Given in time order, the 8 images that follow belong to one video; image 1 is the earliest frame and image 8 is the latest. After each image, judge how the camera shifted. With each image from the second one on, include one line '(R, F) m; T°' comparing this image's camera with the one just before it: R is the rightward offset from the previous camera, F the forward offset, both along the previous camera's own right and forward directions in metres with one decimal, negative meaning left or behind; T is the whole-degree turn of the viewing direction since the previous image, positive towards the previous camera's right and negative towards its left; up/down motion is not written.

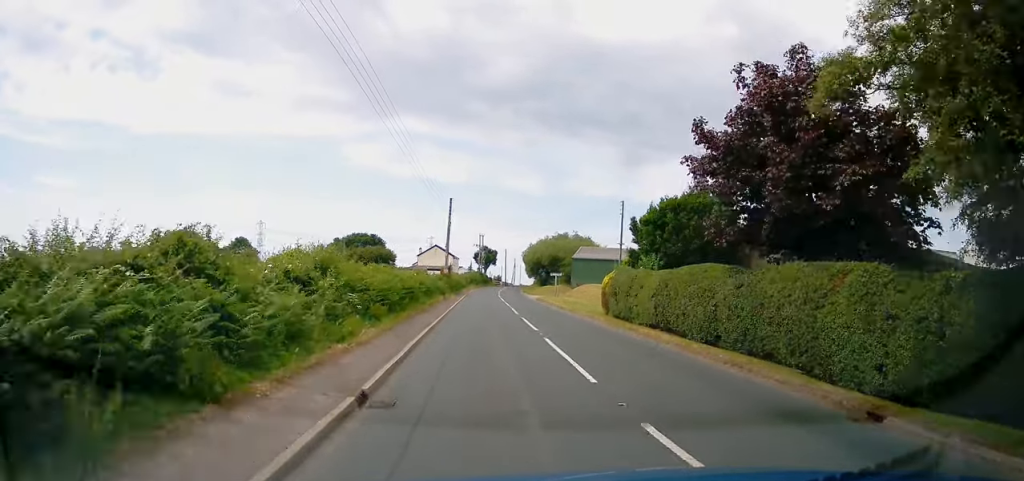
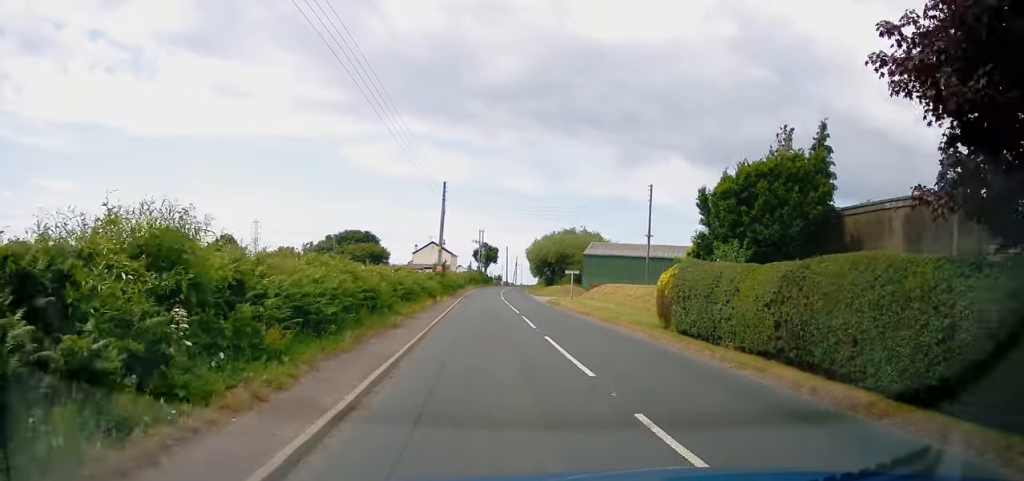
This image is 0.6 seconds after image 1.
(0.0, +8.8) m; +1°
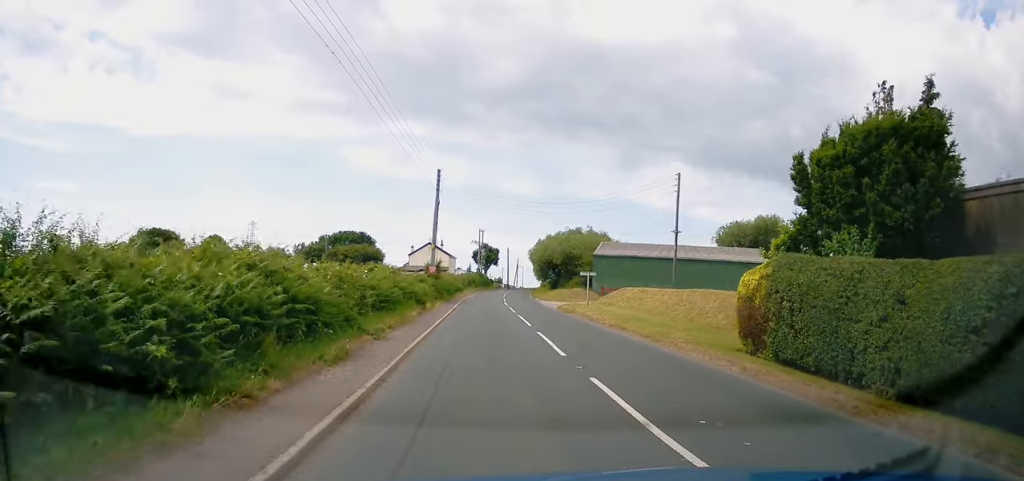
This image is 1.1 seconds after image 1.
(+0.1, +6.4) m; 0°
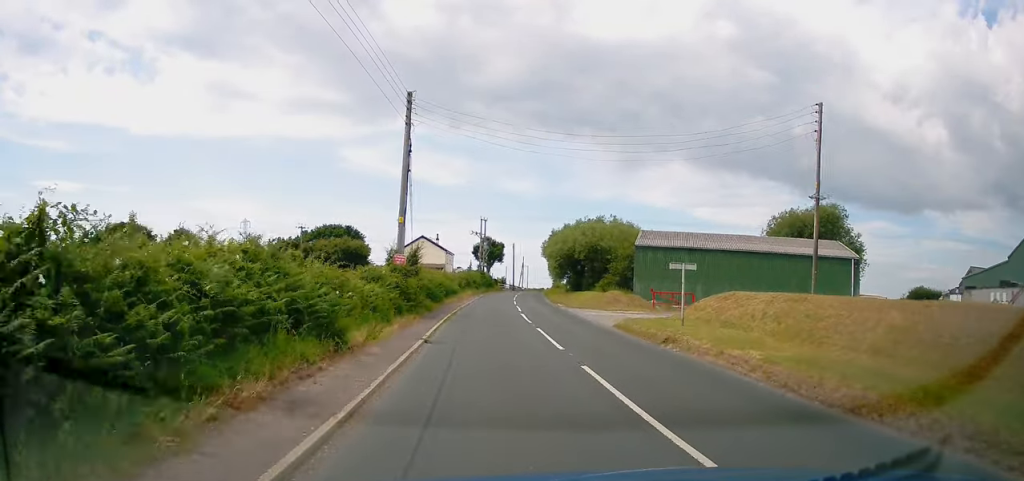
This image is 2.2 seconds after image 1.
(0.0, +16.5) m; -1°
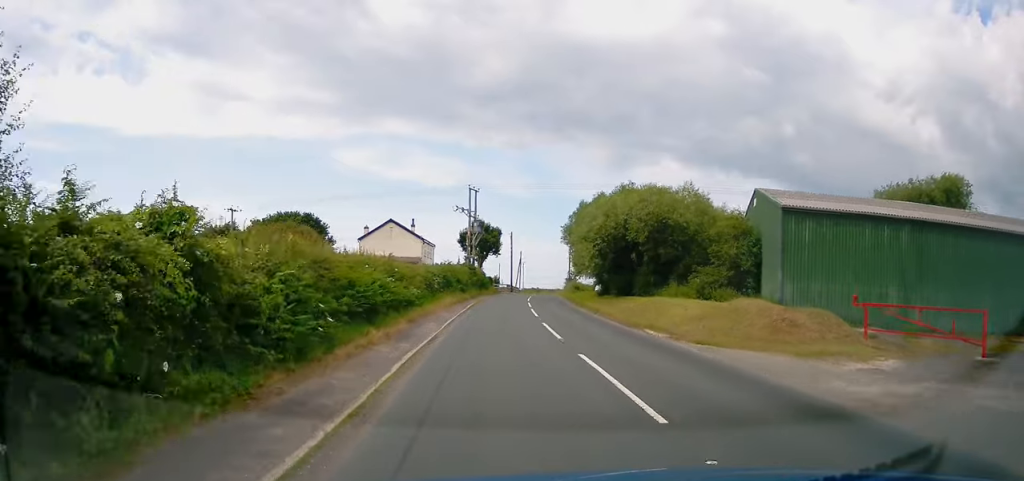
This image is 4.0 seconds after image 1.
(+0.3, +24.6) m; +2°
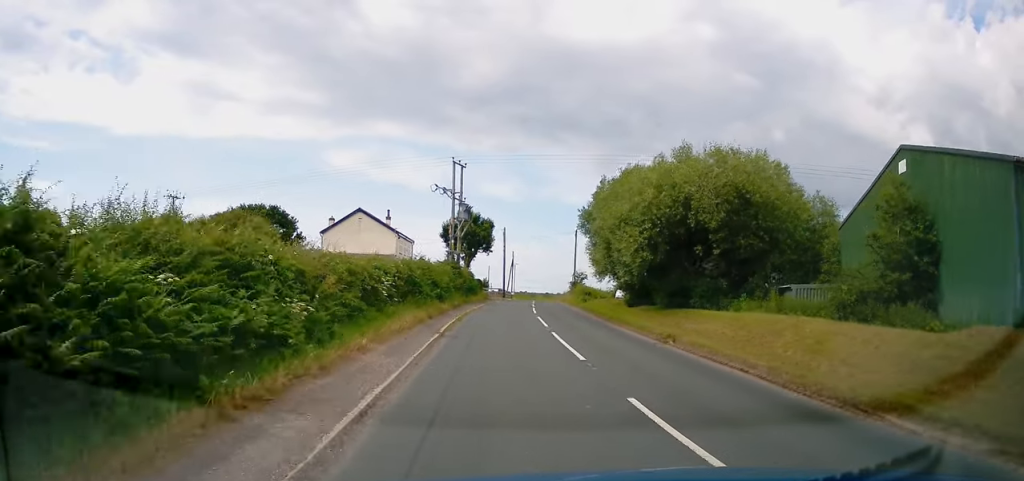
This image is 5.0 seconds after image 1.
(+0.1, +12.7) m; 0°
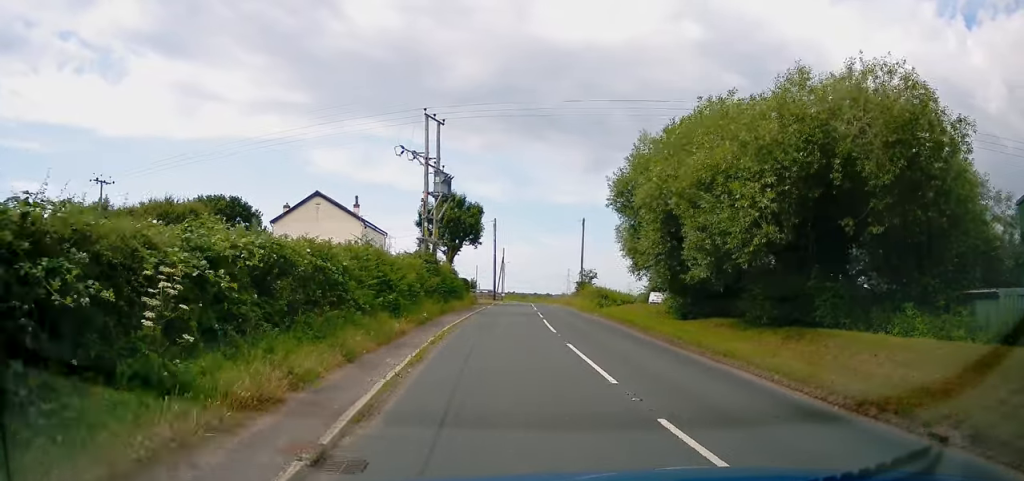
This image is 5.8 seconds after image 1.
(-0.2, +11.3) m; +1°
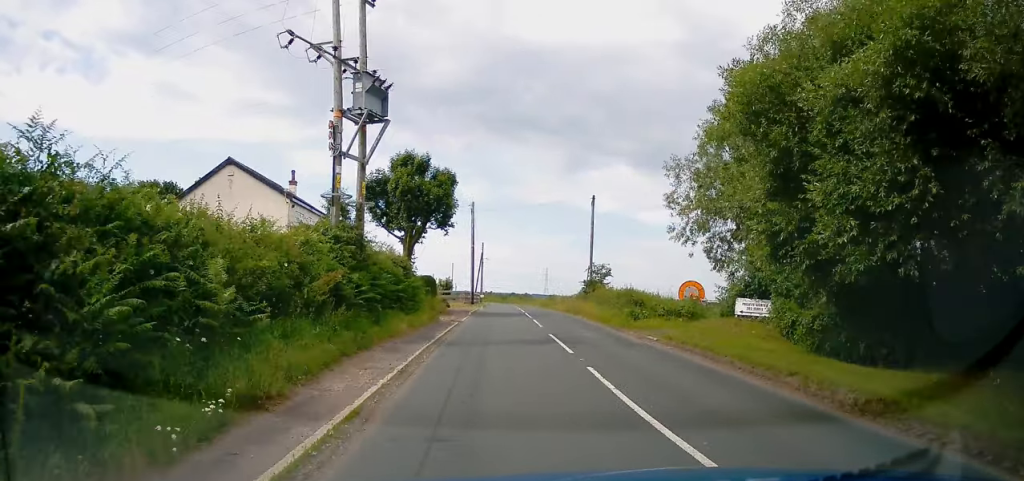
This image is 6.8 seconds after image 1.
(+0.6, +13.5) m; +2°
